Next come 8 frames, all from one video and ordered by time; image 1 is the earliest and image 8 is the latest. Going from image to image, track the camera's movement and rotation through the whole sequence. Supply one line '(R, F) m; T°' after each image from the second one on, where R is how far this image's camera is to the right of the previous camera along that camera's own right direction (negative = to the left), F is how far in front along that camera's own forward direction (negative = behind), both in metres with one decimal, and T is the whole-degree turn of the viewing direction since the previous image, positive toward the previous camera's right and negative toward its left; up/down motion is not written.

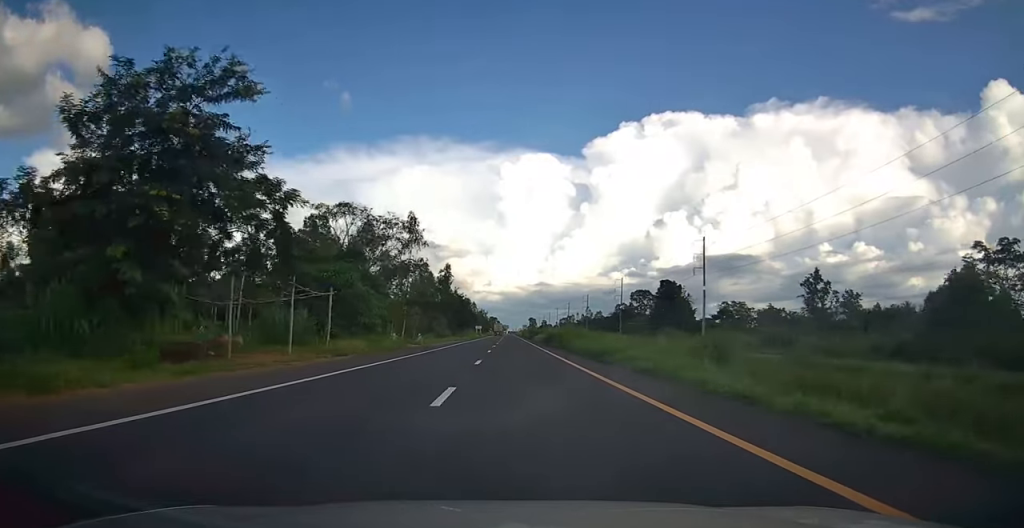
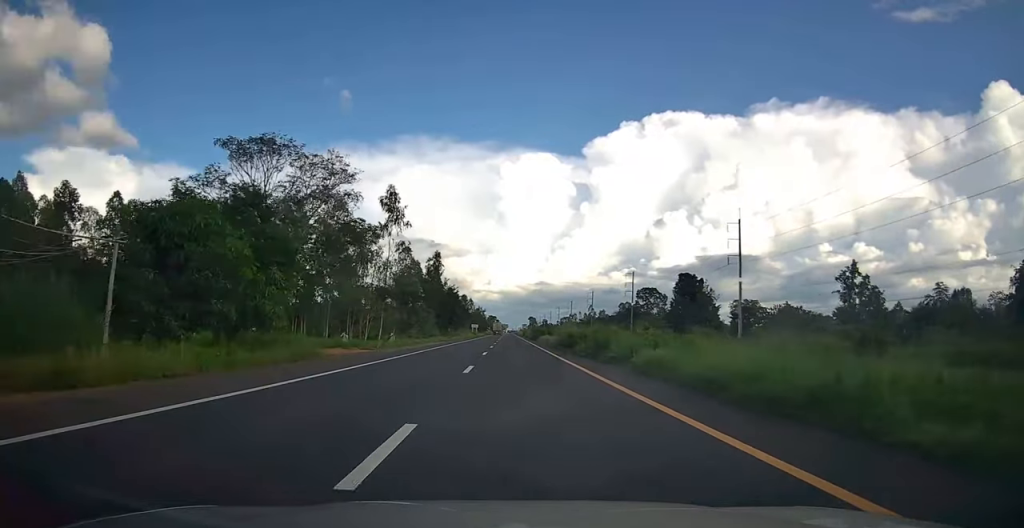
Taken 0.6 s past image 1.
(-0.1, +16.7) m; 0°
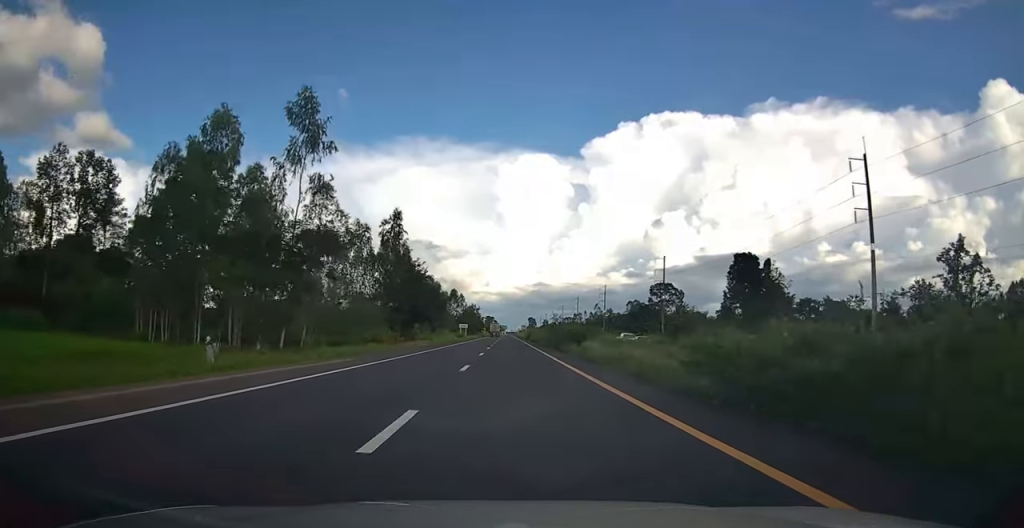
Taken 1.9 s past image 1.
(0.0, +34.7) m; 0°
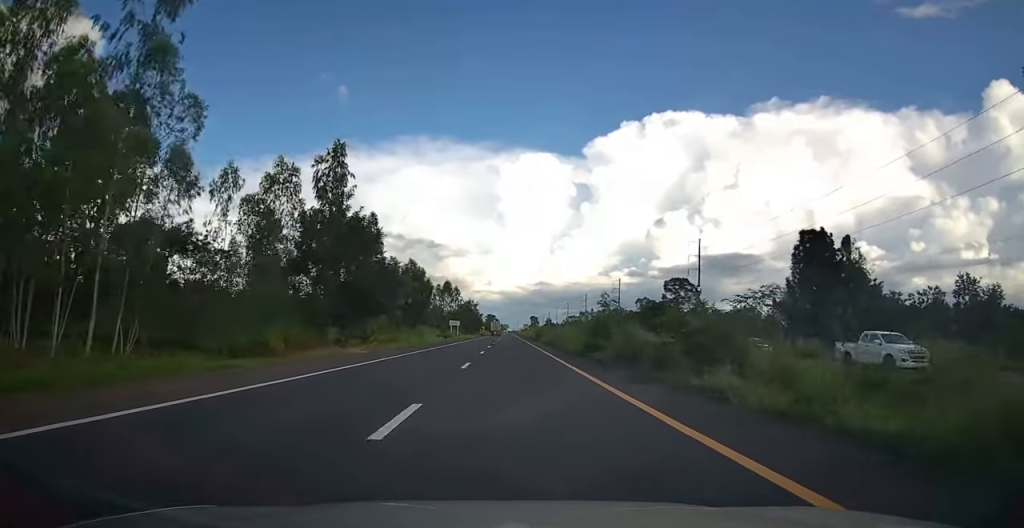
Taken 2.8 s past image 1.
(+0.1, +23.2) m; 0°
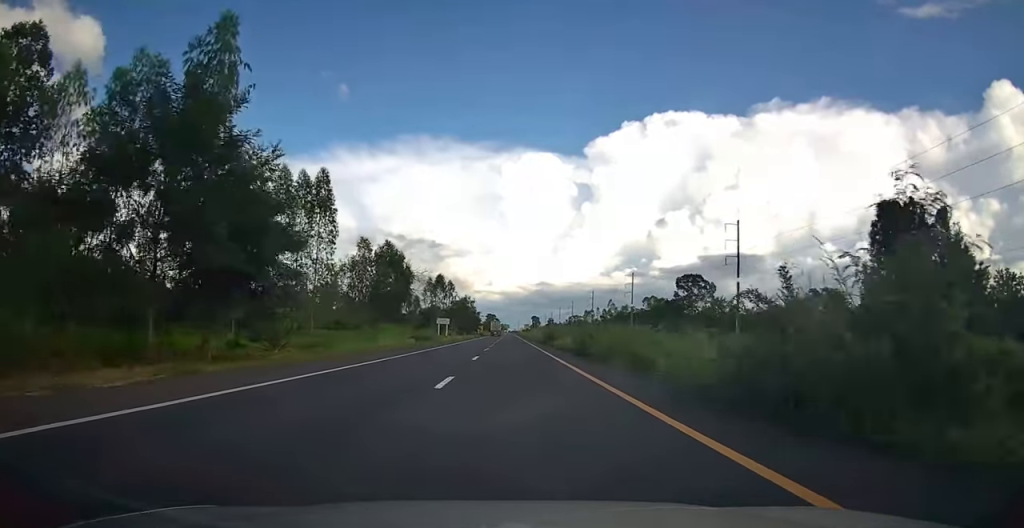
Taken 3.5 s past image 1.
(0.0, +18.4) m; 0°
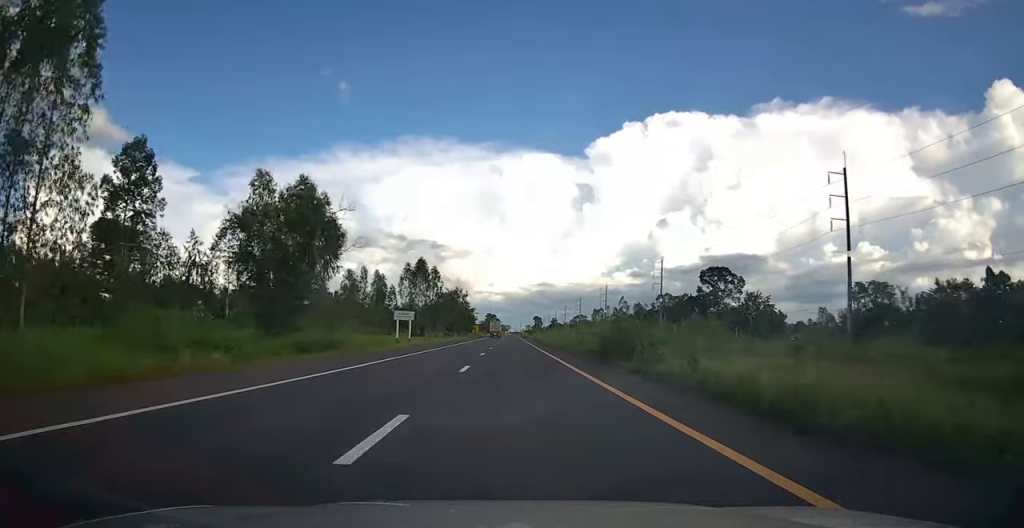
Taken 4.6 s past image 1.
(-0.1, +30.6) m; 0°
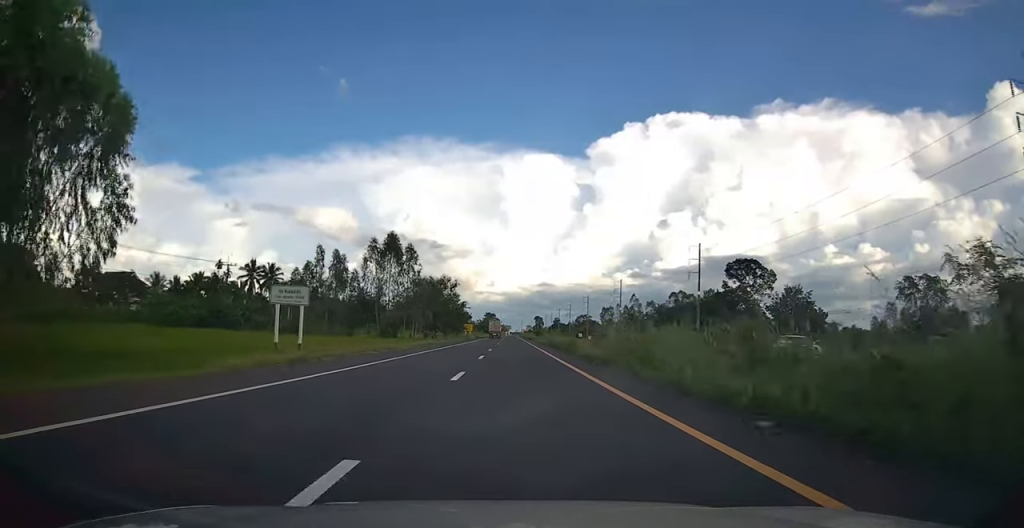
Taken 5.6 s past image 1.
(0.0, +26.7) m; 0°
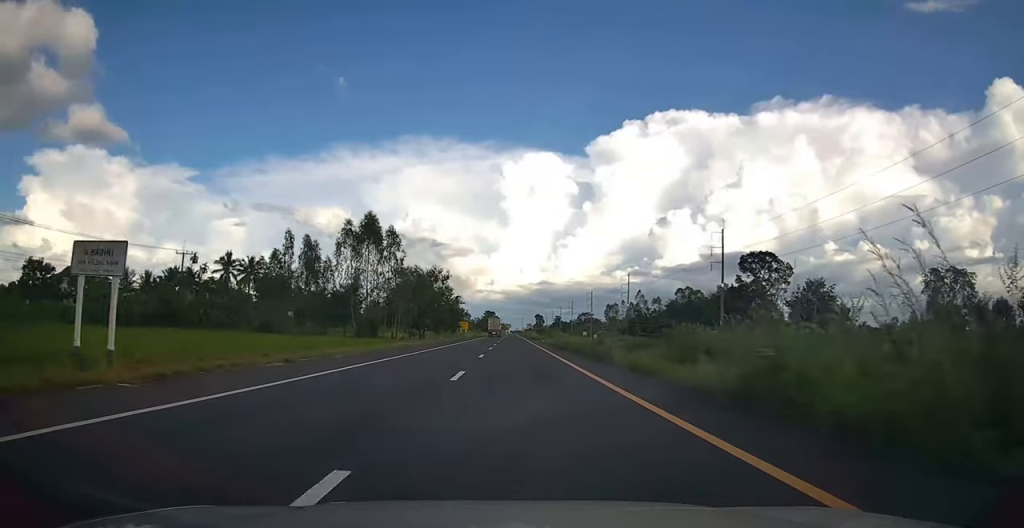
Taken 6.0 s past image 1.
(0.0, +12.2) m; 0°
